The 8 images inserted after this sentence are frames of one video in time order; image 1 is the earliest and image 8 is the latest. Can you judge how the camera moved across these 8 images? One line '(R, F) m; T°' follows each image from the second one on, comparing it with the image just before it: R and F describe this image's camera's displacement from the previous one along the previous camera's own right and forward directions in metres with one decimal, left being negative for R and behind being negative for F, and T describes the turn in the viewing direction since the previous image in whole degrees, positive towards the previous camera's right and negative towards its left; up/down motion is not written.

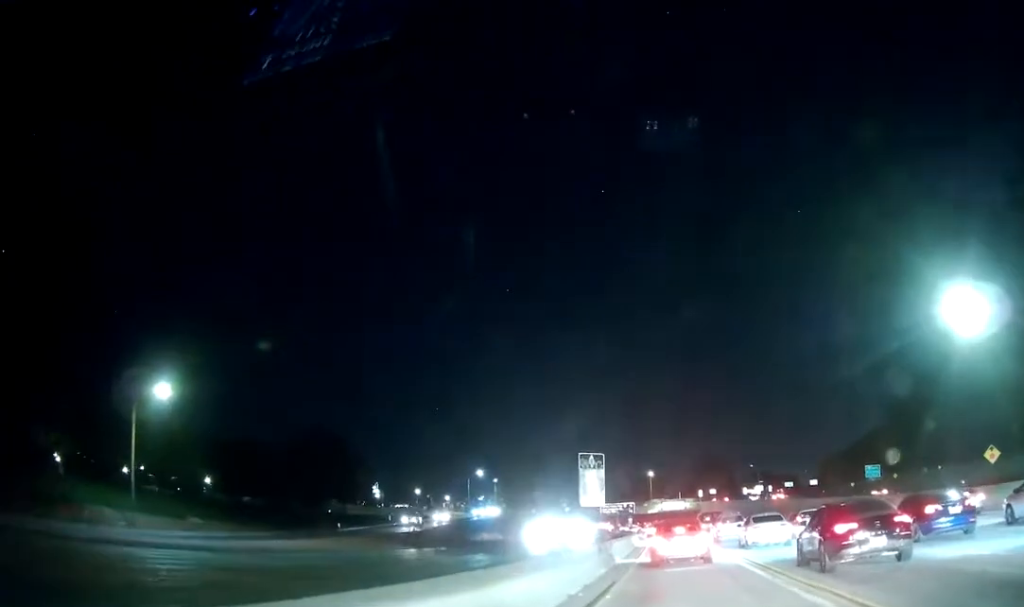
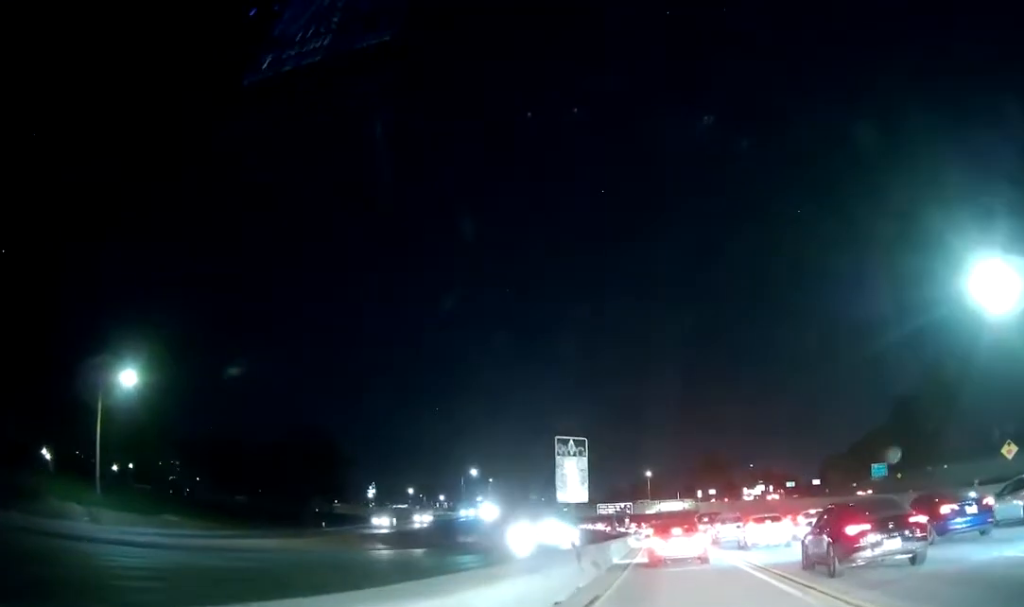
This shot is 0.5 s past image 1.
(-0.1, +4.2) m; 0°
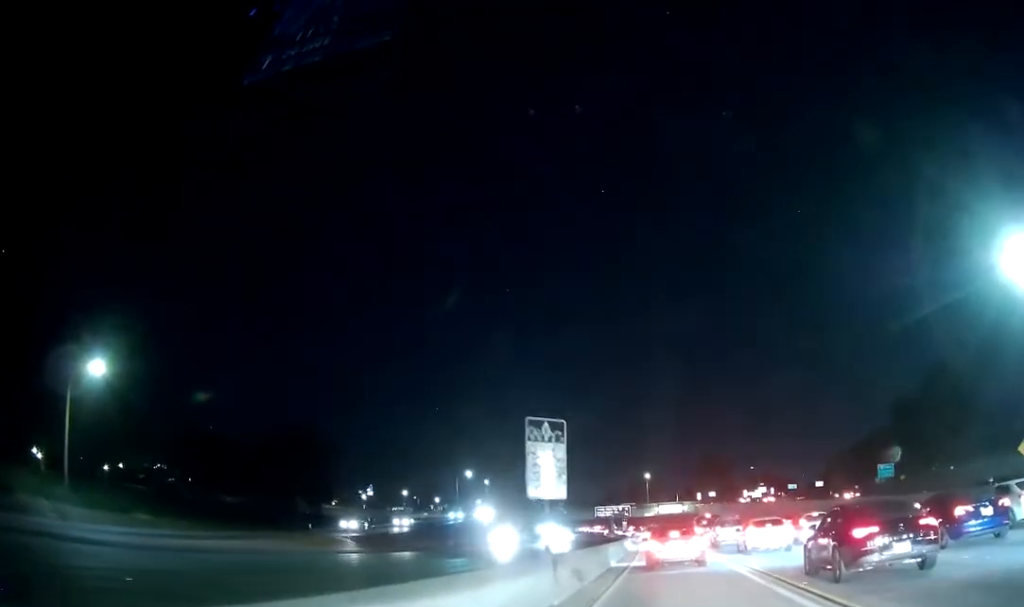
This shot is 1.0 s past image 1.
(0.0, +3.4) m; 0°
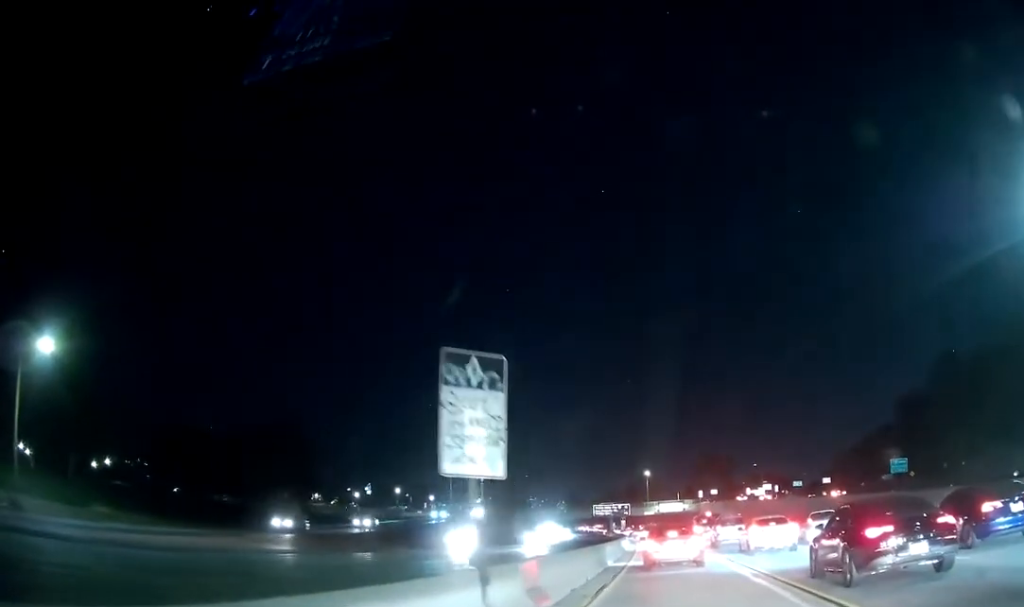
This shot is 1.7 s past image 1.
(+0.1, +5.6) m; 0°
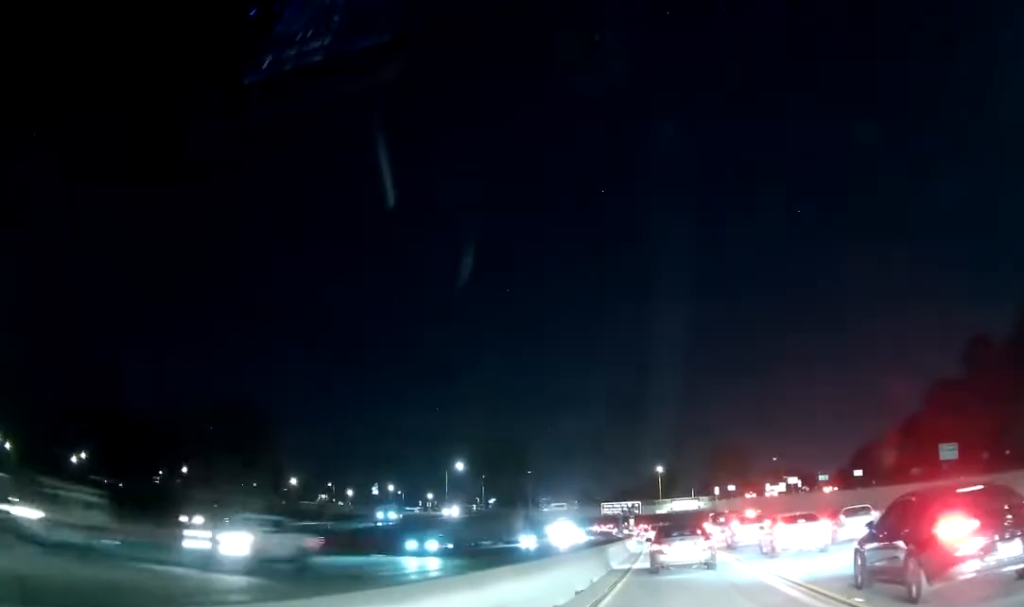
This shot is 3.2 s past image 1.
(-0.3, +12.1) m; -2°
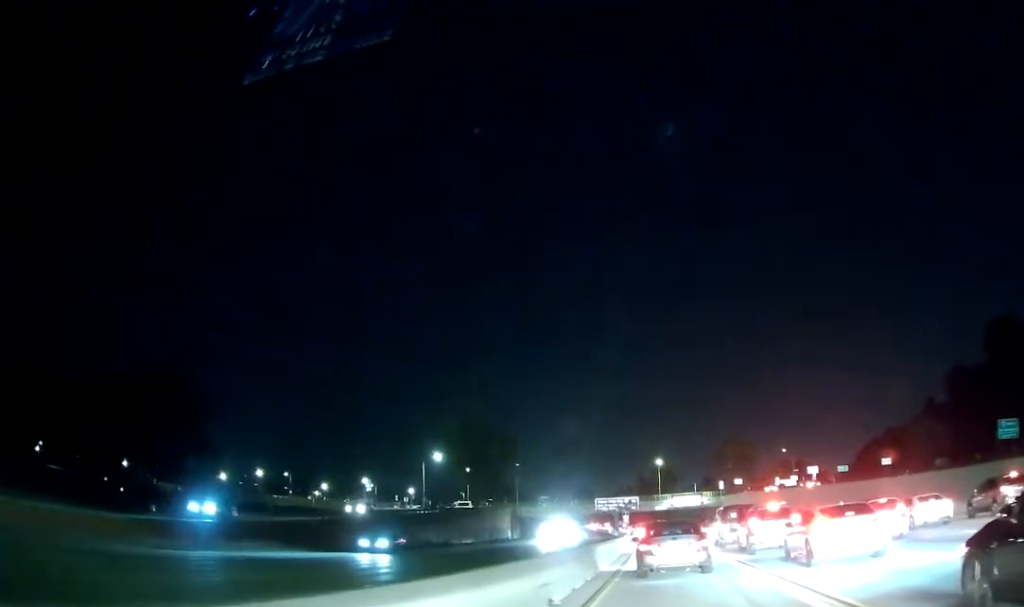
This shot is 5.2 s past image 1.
(0.0, +14.9) m; 0°
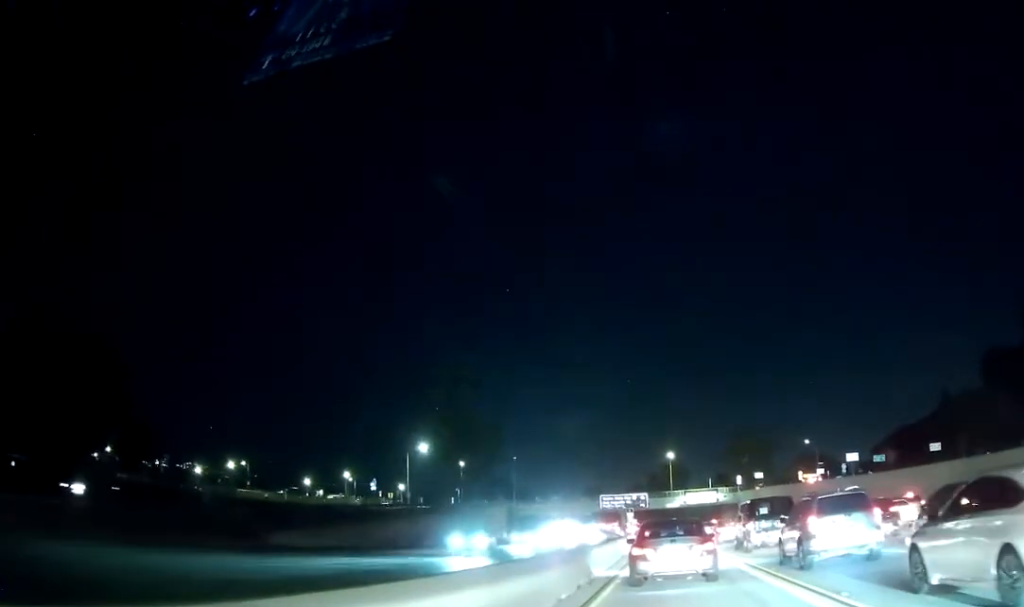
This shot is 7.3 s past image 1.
(0.0, +14.7) m; 0°
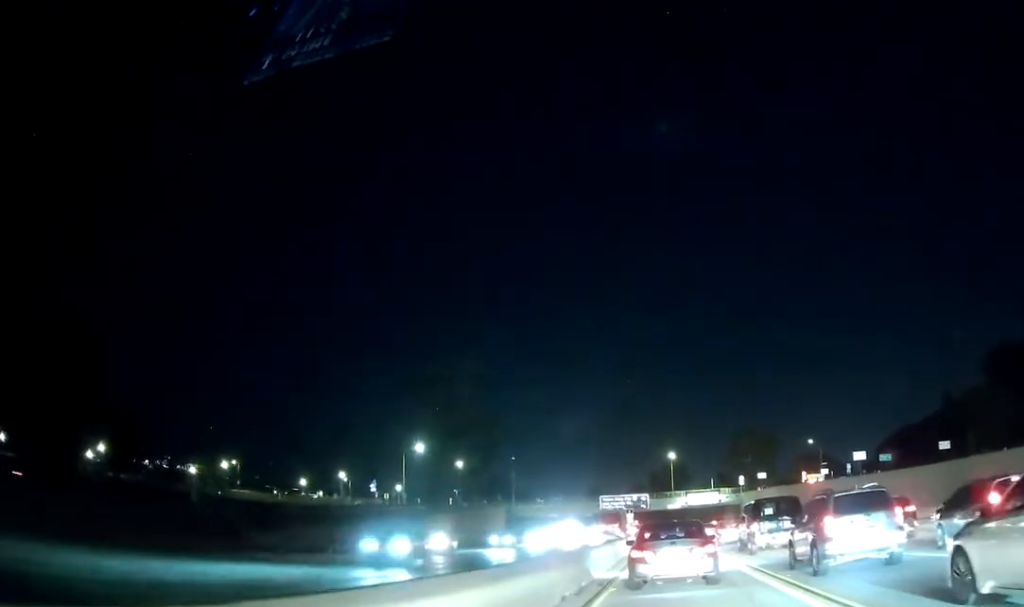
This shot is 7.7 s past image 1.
(0.0, +2.6) m; 0°
